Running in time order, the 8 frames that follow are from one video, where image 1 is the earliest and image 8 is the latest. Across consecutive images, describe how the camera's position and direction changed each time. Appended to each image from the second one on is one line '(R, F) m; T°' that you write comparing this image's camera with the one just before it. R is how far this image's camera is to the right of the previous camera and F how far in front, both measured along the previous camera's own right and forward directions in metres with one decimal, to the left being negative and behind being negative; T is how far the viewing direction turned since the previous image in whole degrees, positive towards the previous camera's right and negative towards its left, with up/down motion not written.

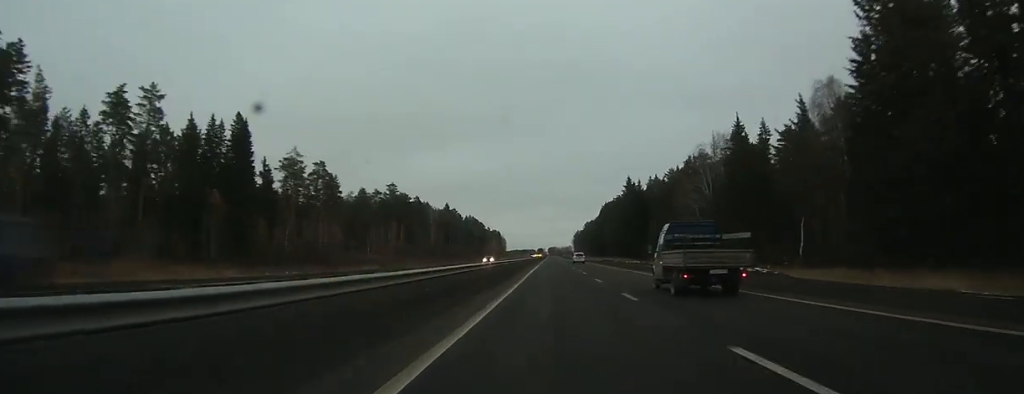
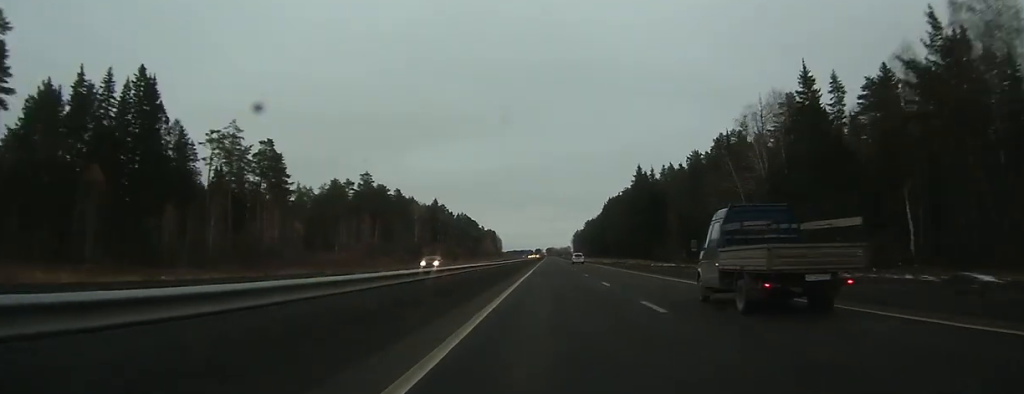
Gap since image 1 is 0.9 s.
(0.0, +27.9) m; 0°
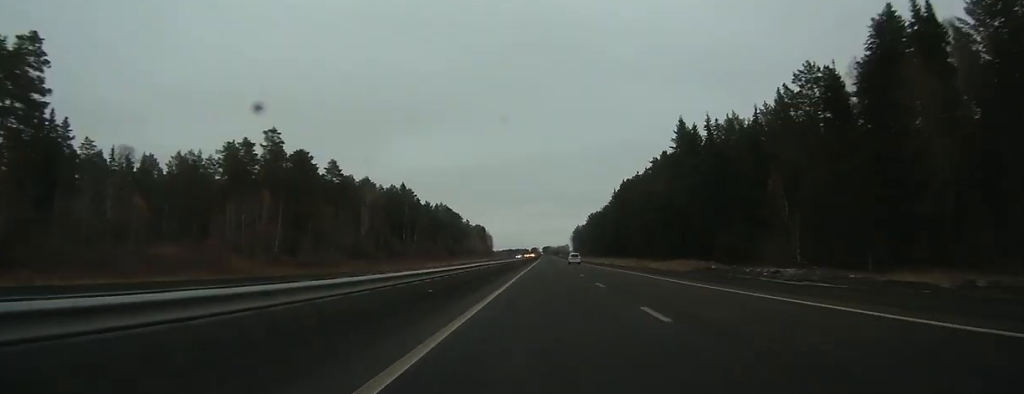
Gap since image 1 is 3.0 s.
(+0.5, +62.1) m; 0°
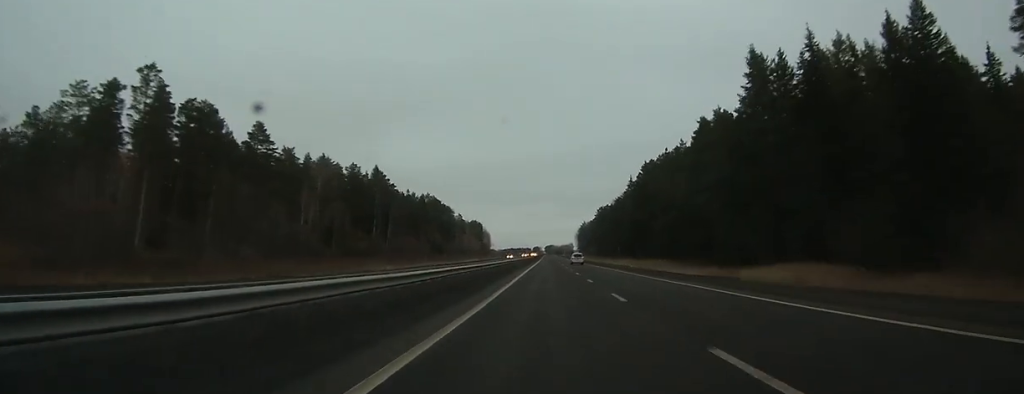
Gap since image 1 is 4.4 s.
(+0.1, +42.4) m; 0°
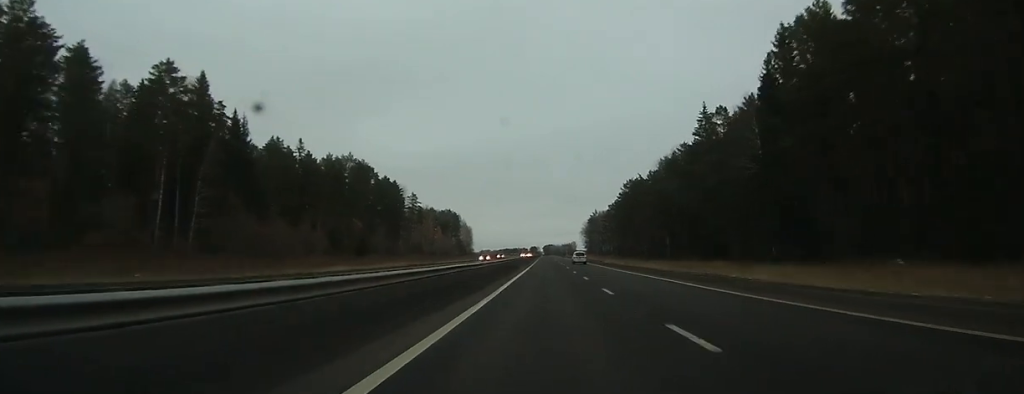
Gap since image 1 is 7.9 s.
(-0.9, +105.5) m; 0°
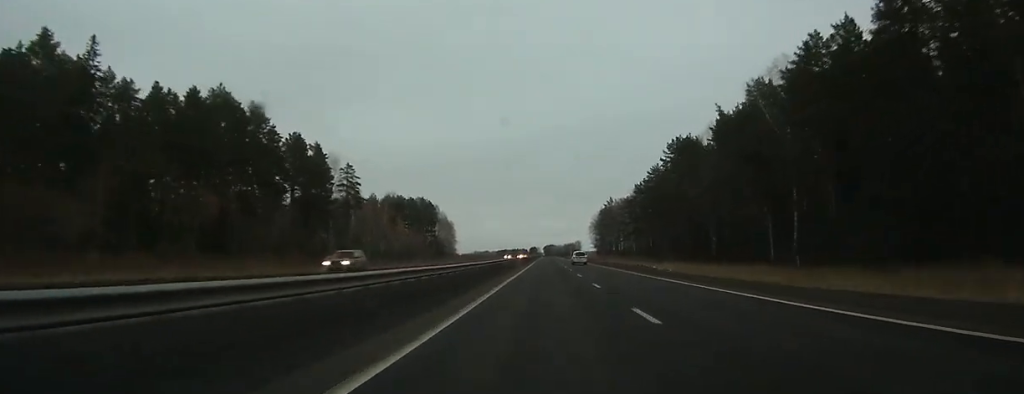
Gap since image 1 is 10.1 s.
(+0.3, +68.9) m; +1°
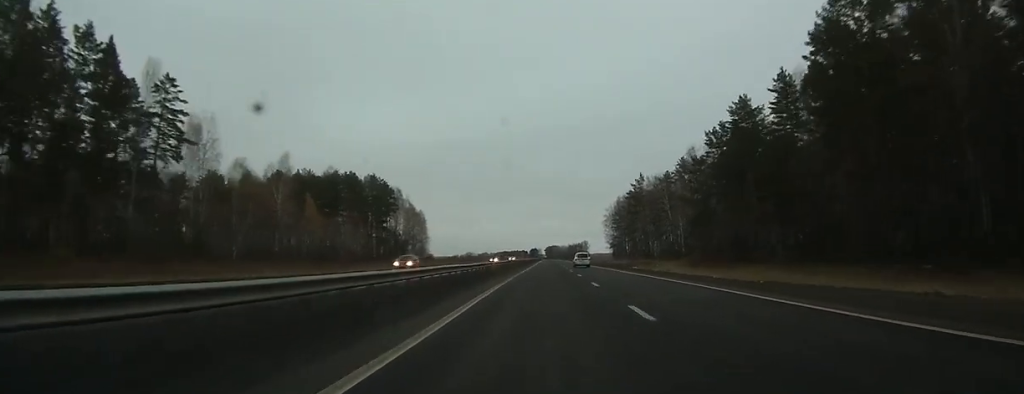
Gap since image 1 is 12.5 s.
(+0.3, +72.5) m; 0°
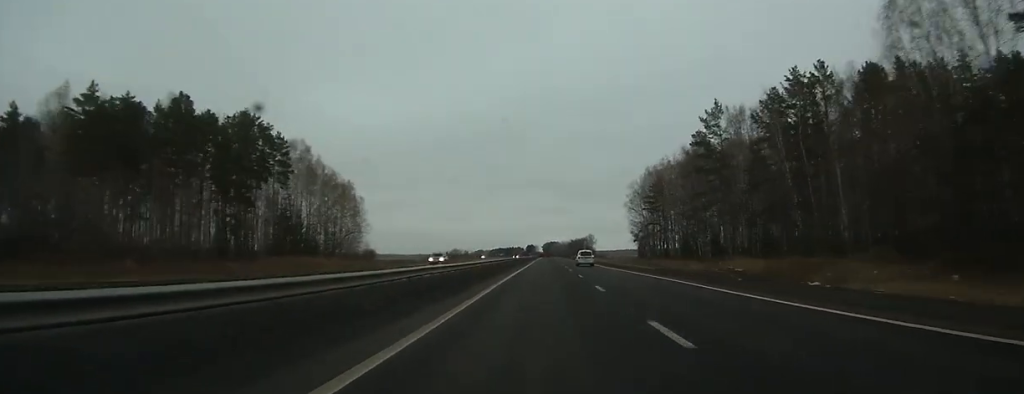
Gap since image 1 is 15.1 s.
(-0.4, +75.5) m; 0°
